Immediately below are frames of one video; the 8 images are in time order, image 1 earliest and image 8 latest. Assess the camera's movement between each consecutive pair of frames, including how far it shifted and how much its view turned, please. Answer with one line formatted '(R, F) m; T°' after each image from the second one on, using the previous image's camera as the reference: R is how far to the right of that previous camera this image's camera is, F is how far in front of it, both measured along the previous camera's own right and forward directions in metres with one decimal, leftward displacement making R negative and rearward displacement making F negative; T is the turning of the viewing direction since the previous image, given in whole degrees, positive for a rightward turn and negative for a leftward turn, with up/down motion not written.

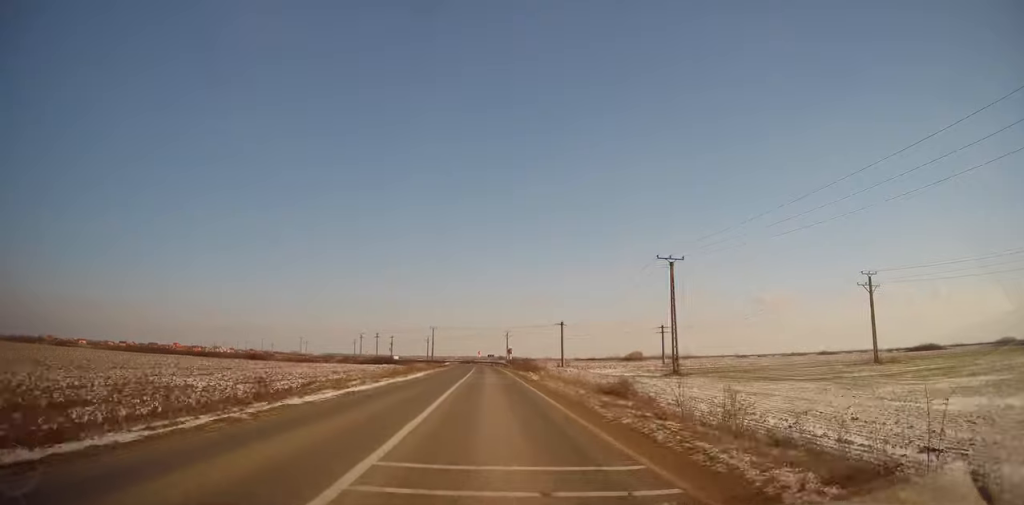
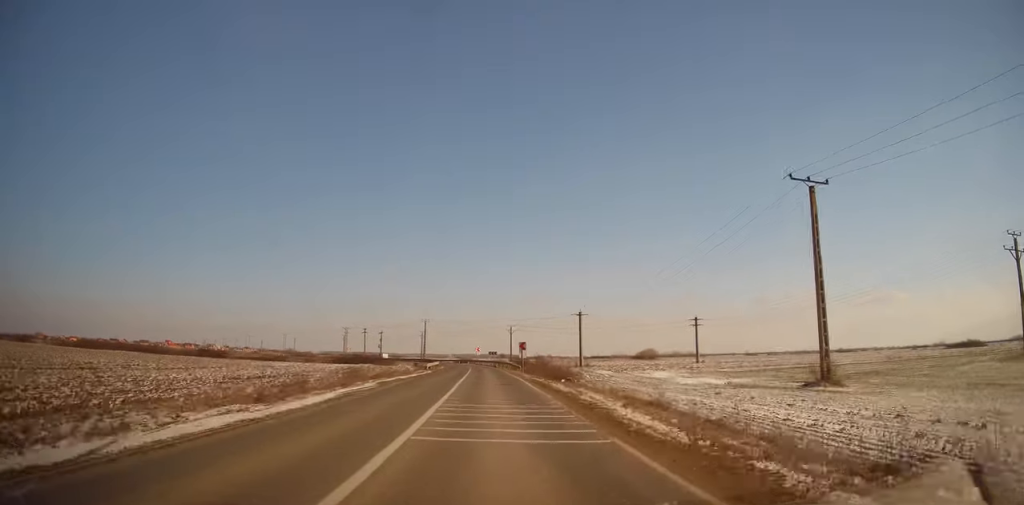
(0.0, +23.5) m; 0°
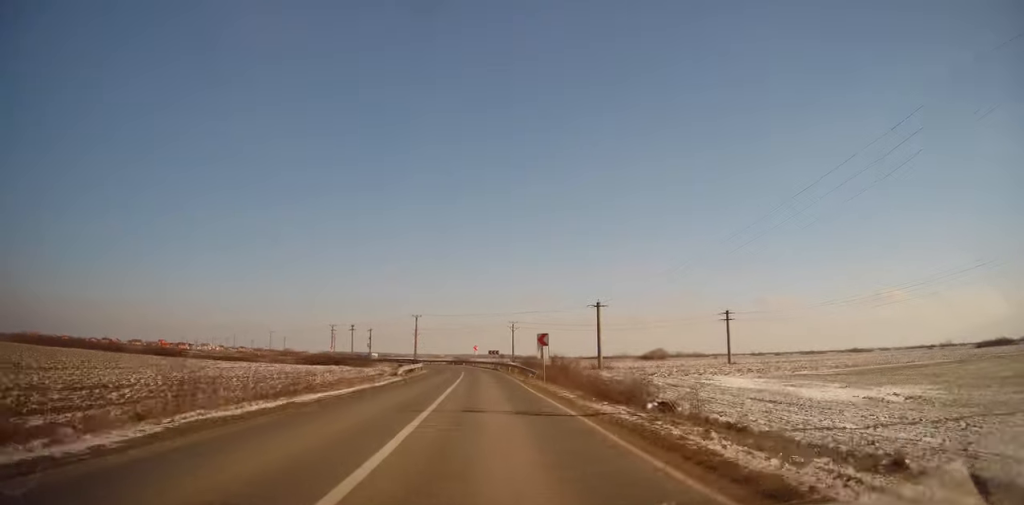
(0.0, +17.1) m; 0°
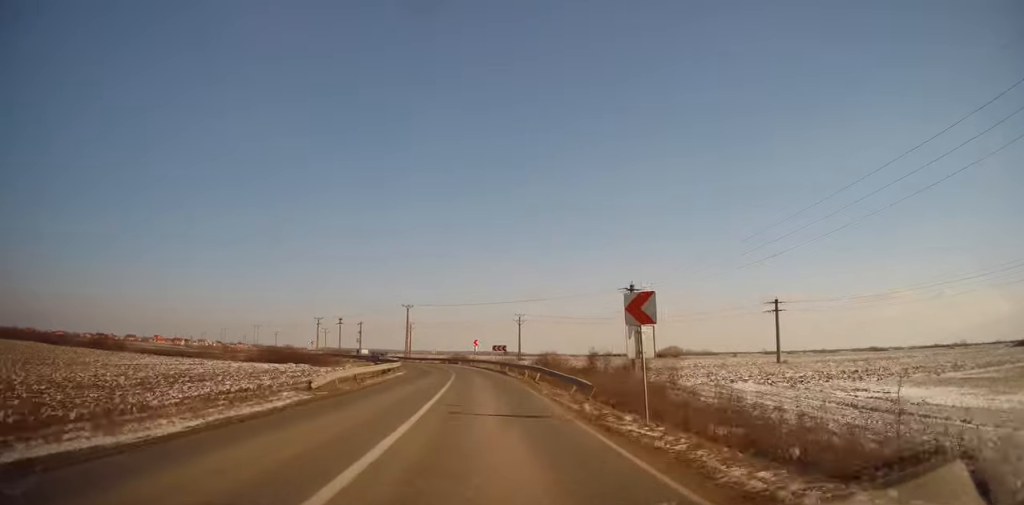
(-0.1, +18.2) m; 0°
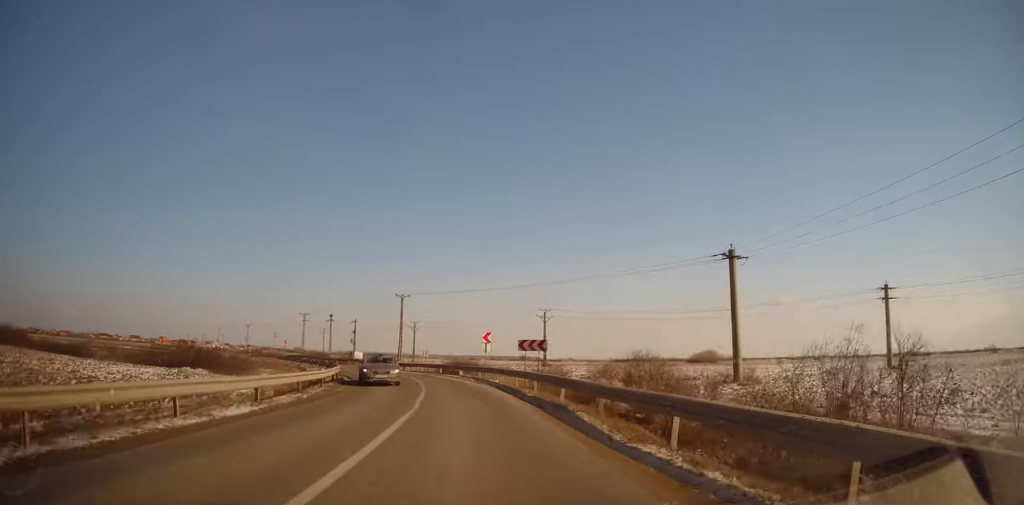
(0.0, +24.6) m; -1°
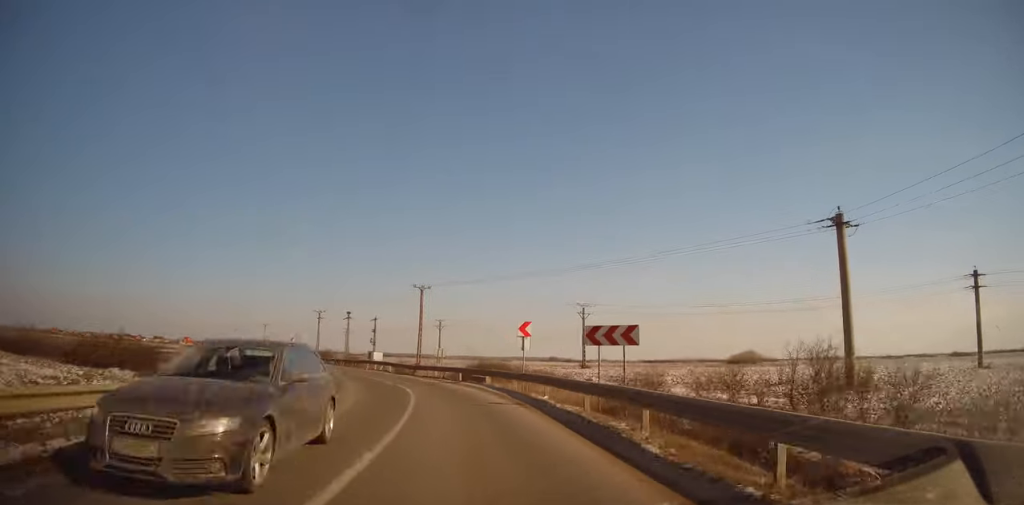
(0.0, +10.8) m; -2°
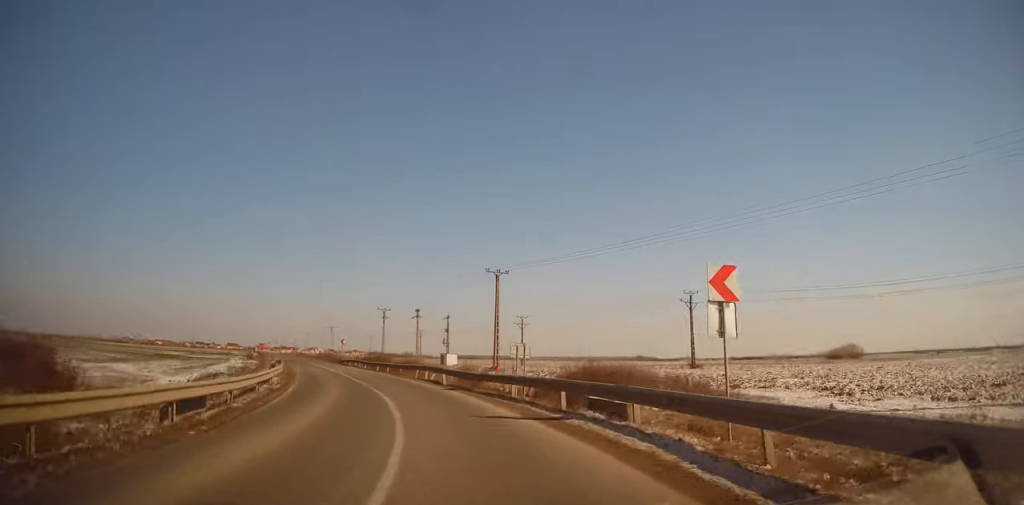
(-0.3, +14.6) m; -7°
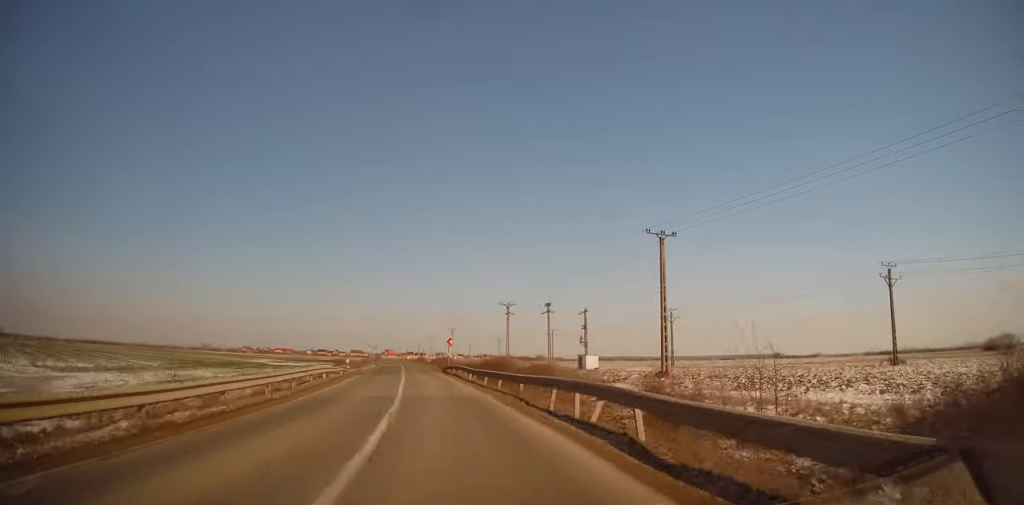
(-1.9, +18.0) m; -12°
